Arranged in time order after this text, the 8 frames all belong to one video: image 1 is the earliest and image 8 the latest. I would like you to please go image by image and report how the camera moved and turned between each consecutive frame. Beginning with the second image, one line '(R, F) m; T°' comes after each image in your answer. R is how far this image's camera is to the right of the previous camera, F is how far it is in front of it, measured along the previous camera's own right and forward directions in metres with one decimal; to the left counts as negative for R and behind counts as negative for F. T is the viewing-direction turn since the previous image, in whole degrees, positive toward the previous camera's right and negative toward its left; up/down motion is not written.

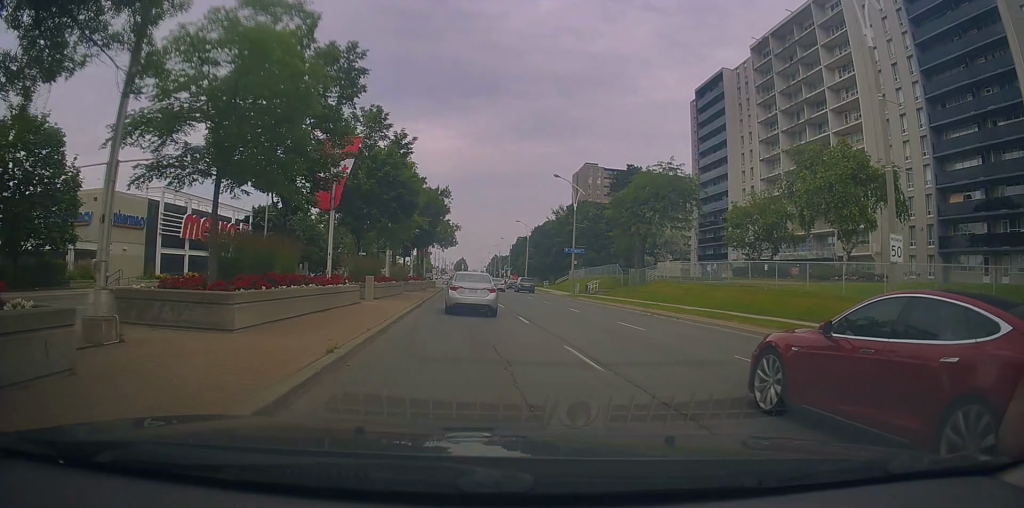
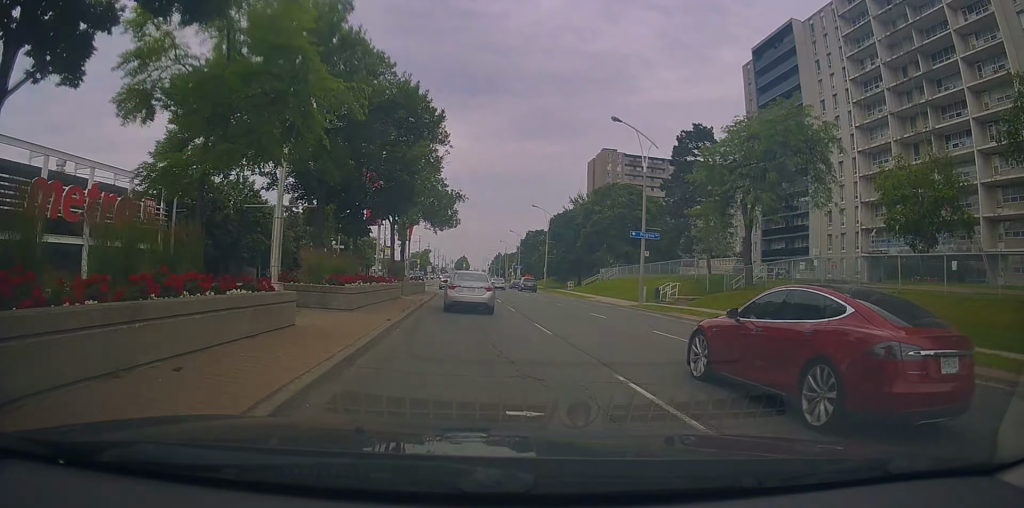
(-0.2, +21.1) m; -1°
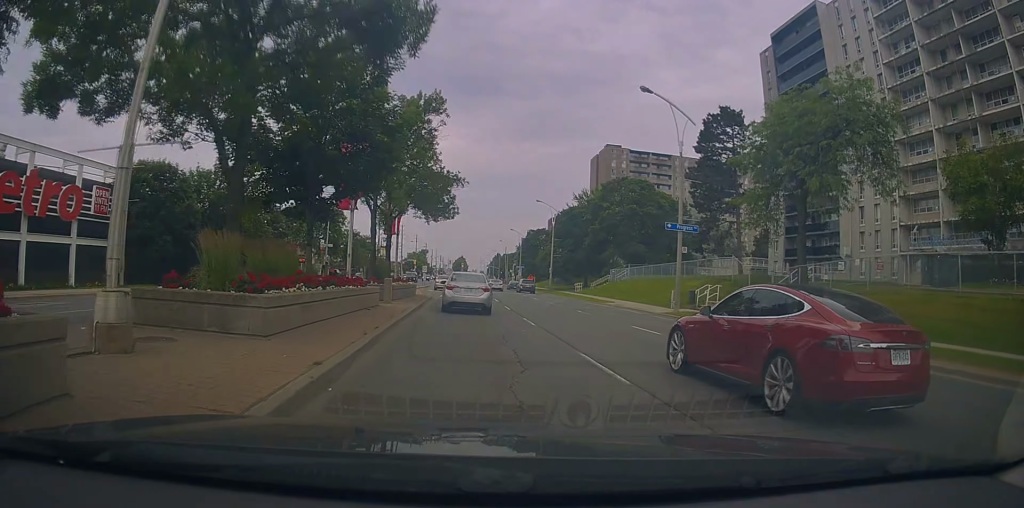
(0.0, +6.6) m; 0°
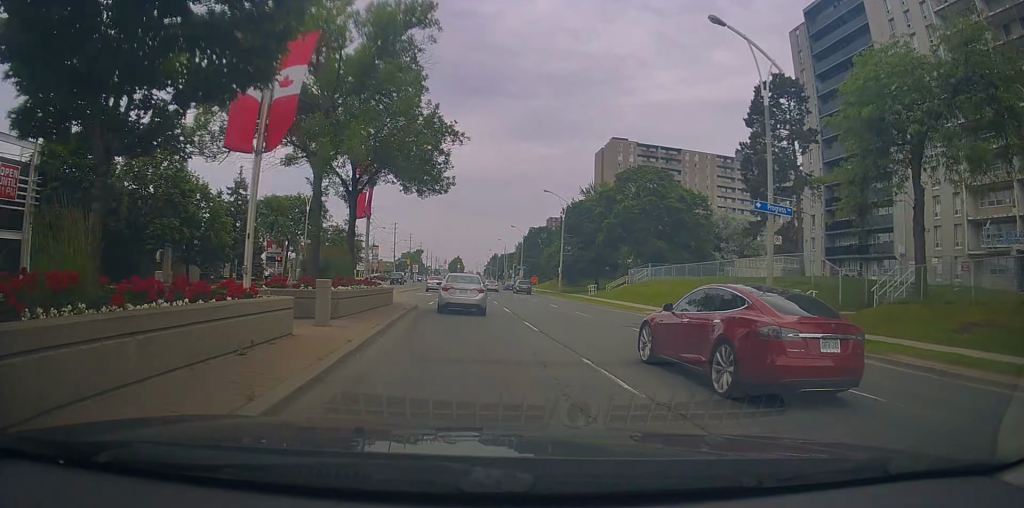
(0.0, +9.4) m; 0°
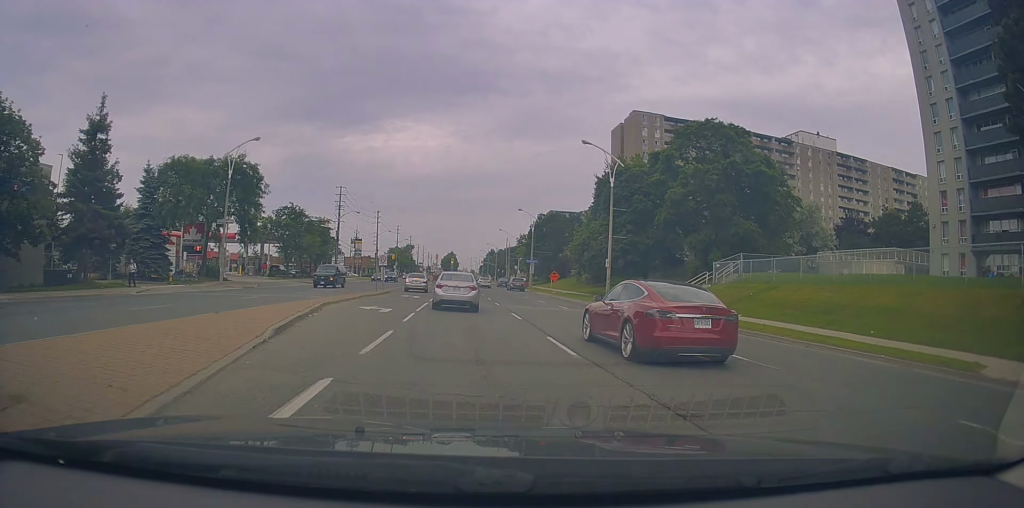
(+0.6, +23.0) m; +1°
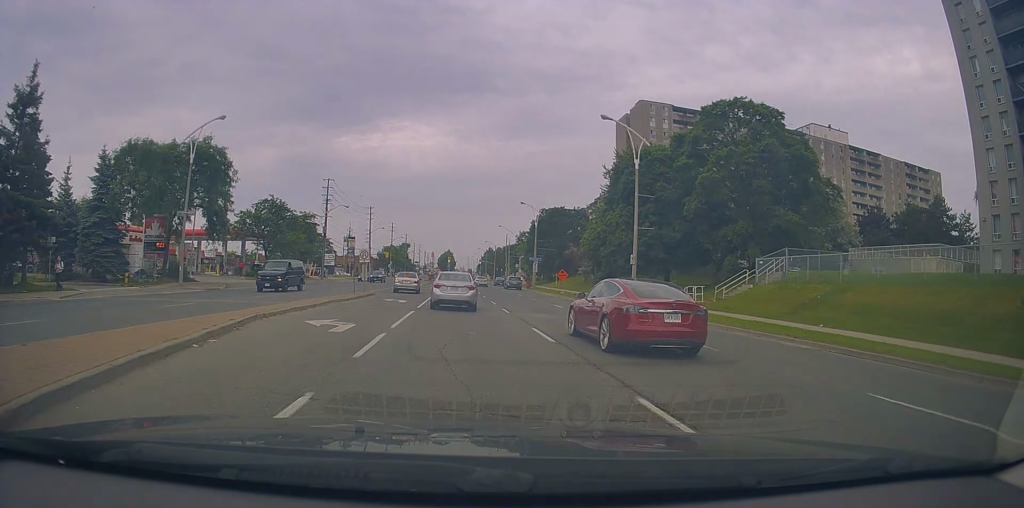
(-0.2, +6.7) m; 0°
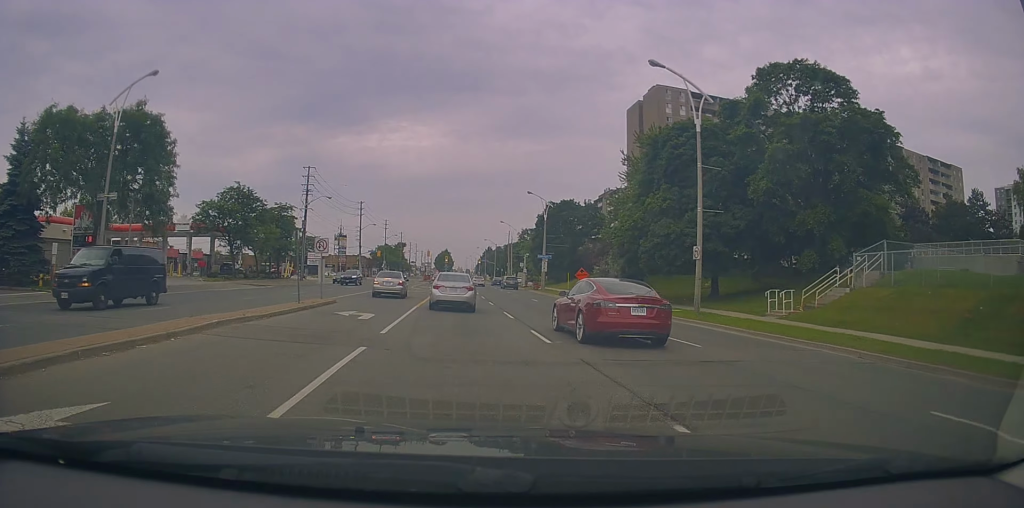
(-0.2, +9.8) m; 0°
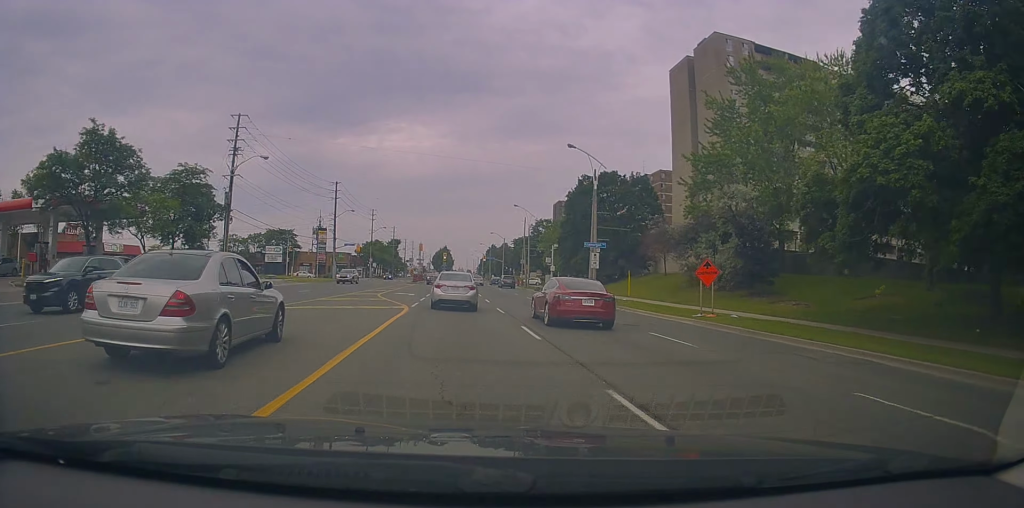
(-0.4, +25.1) m; 0°
